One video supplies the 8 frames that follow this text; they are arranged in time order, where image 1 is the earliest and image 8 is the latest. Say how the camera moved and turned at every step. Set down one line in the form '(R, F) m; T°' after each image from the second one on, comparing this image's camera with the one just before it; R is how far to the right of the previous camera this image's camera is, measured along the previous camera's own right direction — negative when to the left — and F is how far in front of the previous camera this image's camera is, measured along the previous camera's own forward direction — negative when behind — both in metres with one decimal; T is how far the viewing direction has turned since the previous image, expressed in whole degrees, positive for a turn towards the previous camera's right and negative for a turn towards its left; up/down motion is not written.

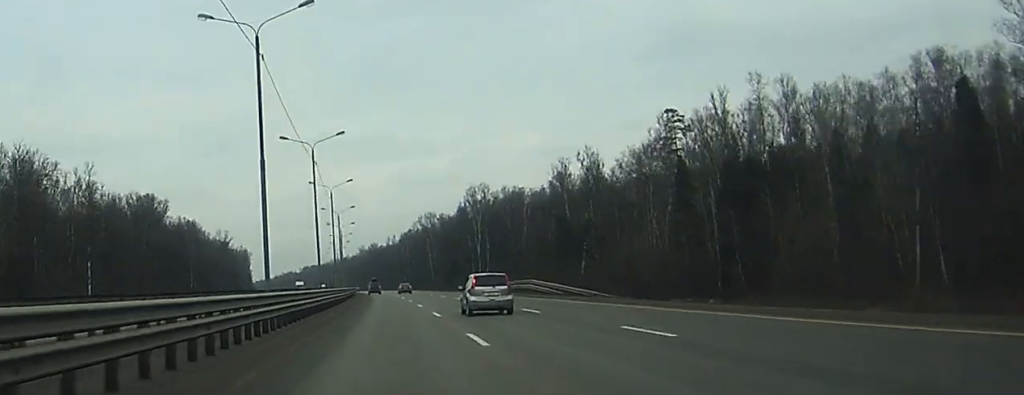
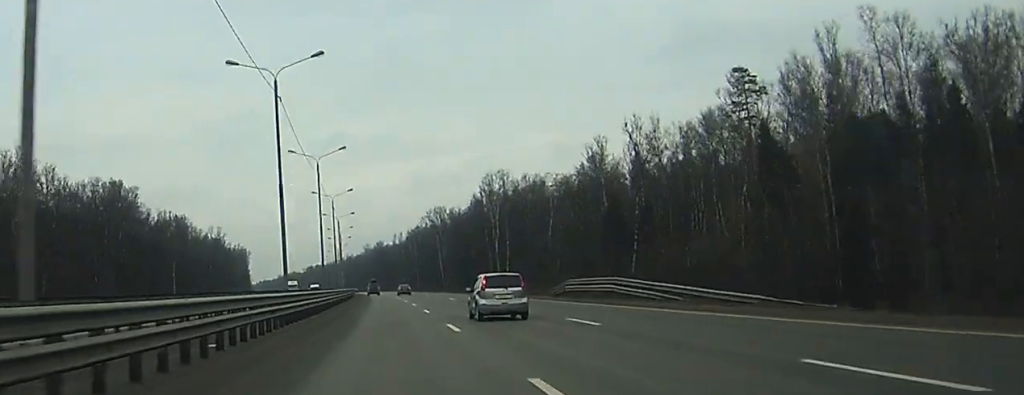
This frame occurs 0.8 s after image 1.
(-0.1, +25.8) m; 0°
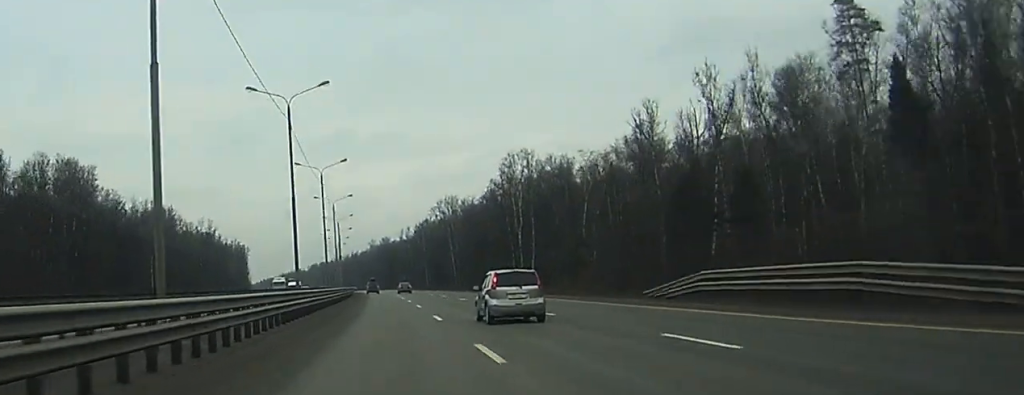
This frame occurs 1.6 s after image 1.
(-0.1, +25.8) m; 0°
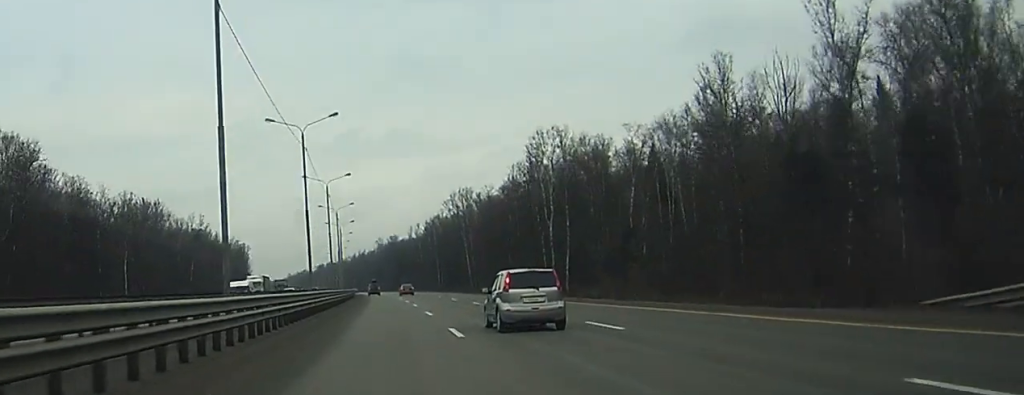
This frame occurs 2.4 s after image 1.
(-0.1, +24.9) m; 0°
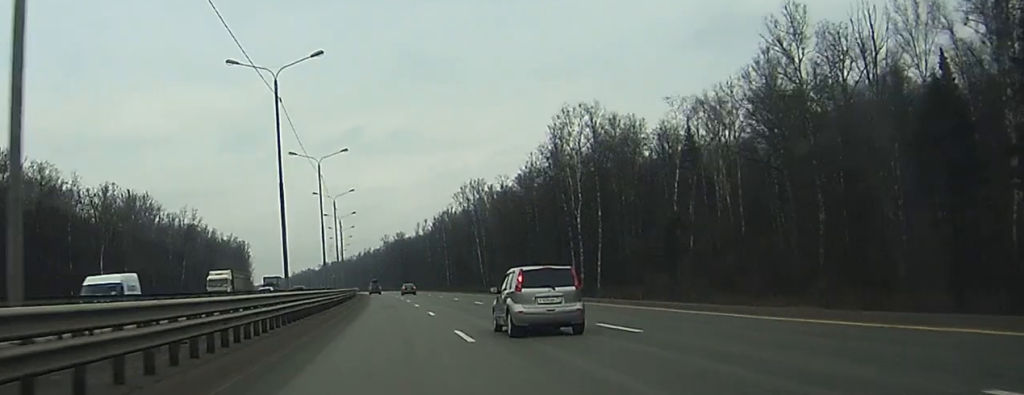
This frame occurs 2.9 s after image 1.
(0.0, +17.4) m; 0°
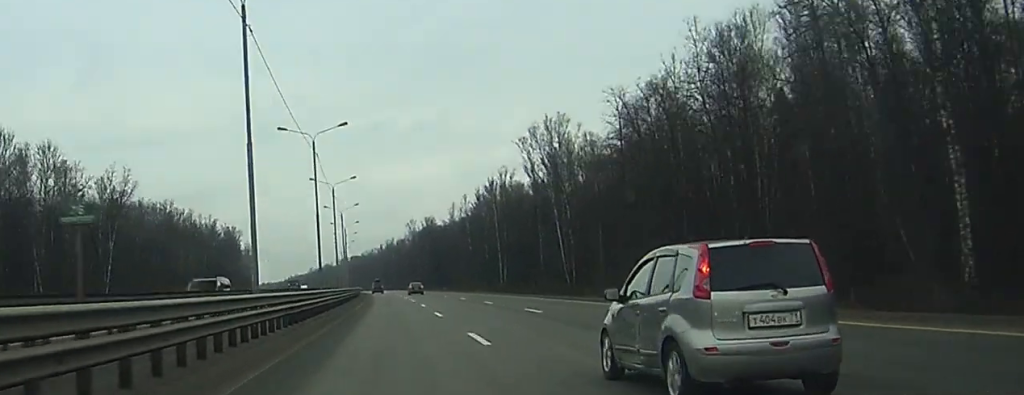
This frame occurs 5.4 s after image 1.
(-1.2, +82.0) m; -2°
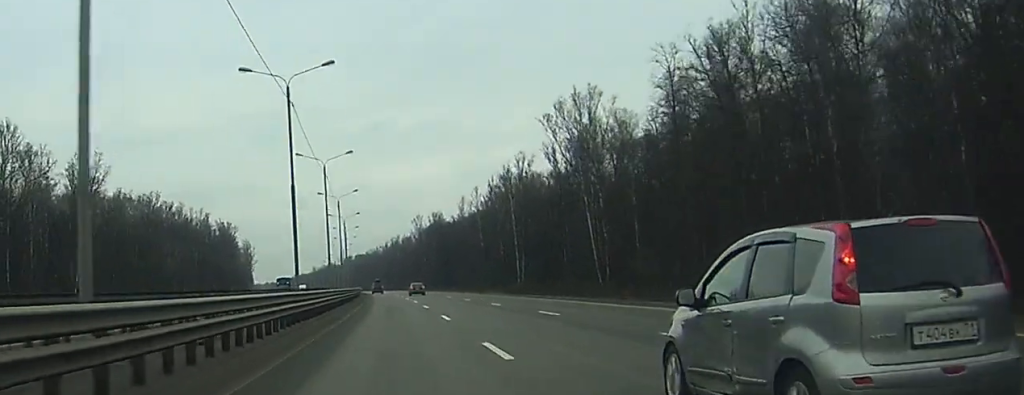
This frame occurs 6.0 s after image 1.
(-0.1, +18.7) m; -1°
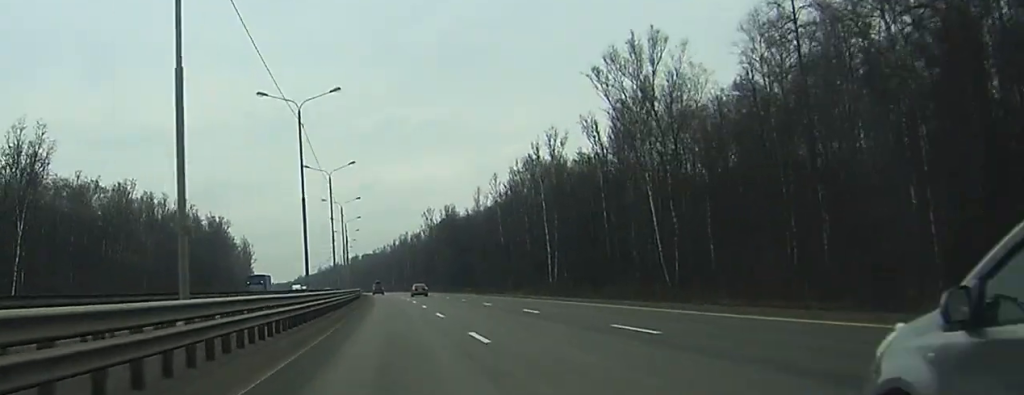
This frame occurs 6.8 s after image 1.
(-0.3, +27.4) m; -1°
